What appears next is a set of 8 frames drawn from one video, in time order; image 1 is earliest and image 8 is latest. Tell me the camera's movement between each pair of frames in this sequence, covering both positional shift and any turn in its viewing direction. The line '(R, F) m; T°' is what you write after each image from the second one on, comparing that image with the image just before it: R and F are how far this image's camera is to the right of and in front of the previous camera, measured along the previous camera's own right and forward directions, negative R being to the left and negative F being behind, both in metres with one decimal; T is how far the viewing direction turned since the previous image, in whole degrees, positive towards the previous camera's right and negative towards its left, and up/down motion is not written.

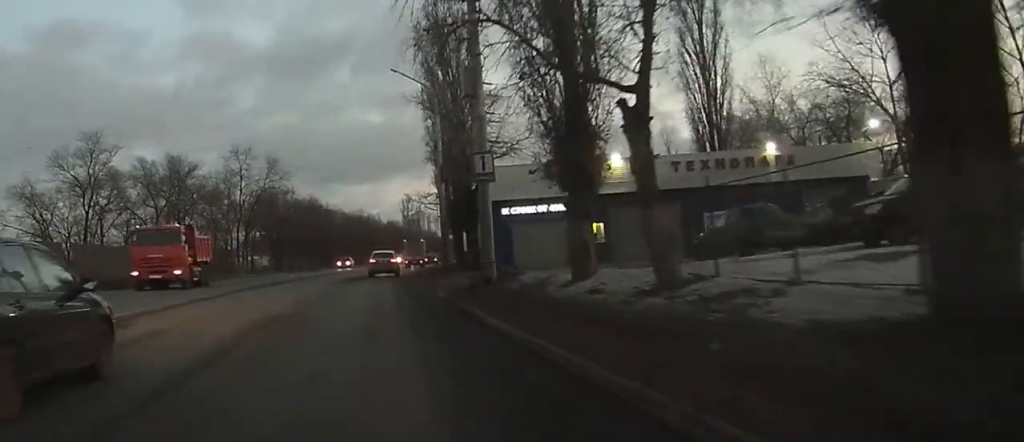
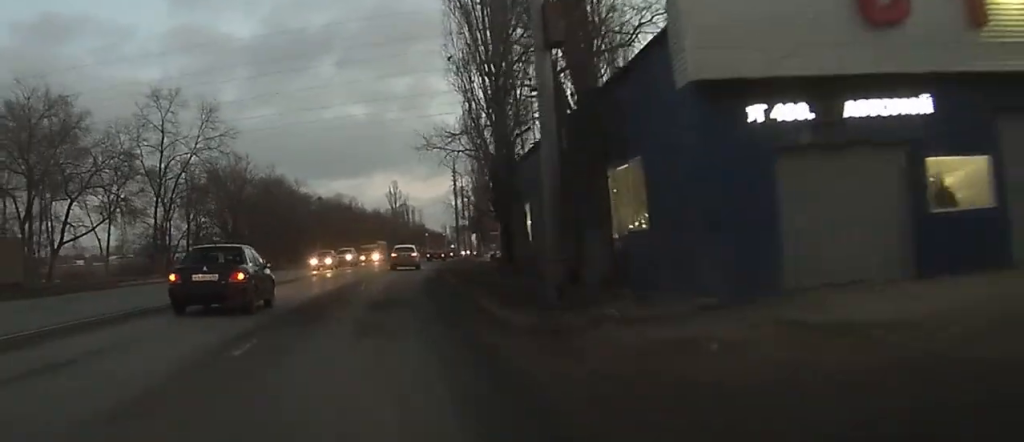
(+0.5, +27.4) m; +1°
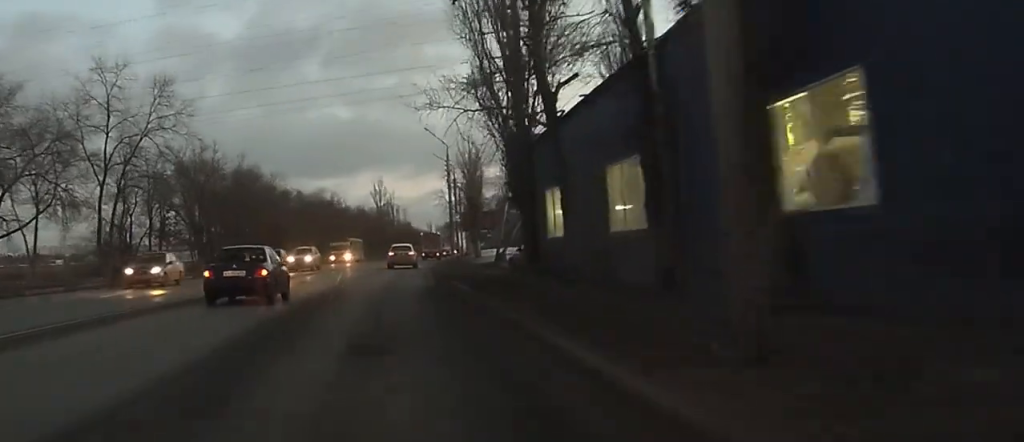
(-0.2, +9.6) m; 0°
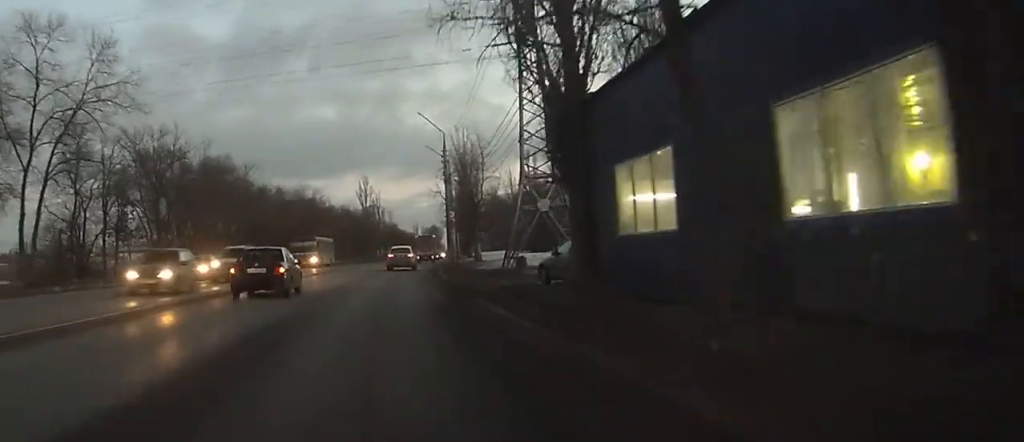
(0.0, +10.2) m; +1°
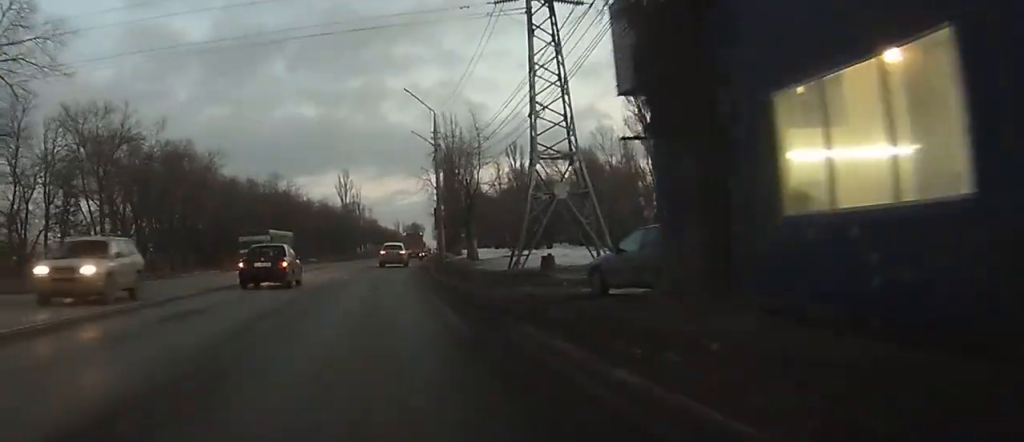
(+0.1, +9.2) m; +1°
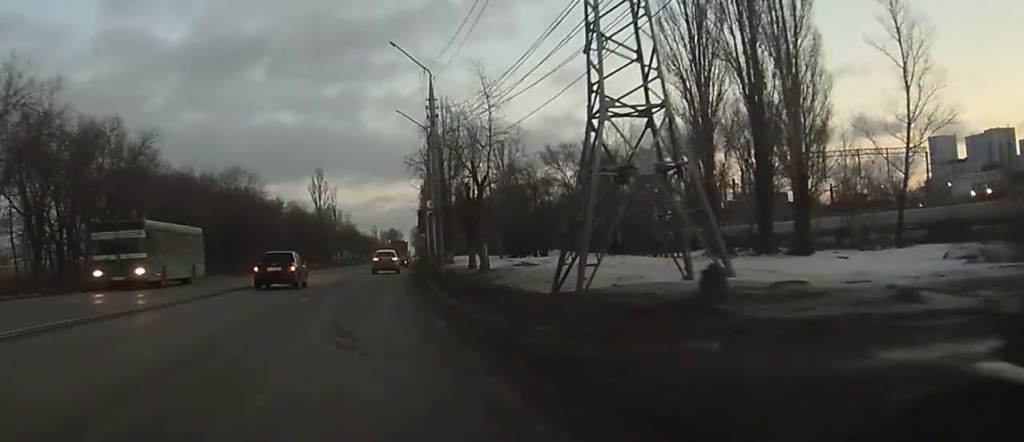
(+0.3, +15.1) m; +1°
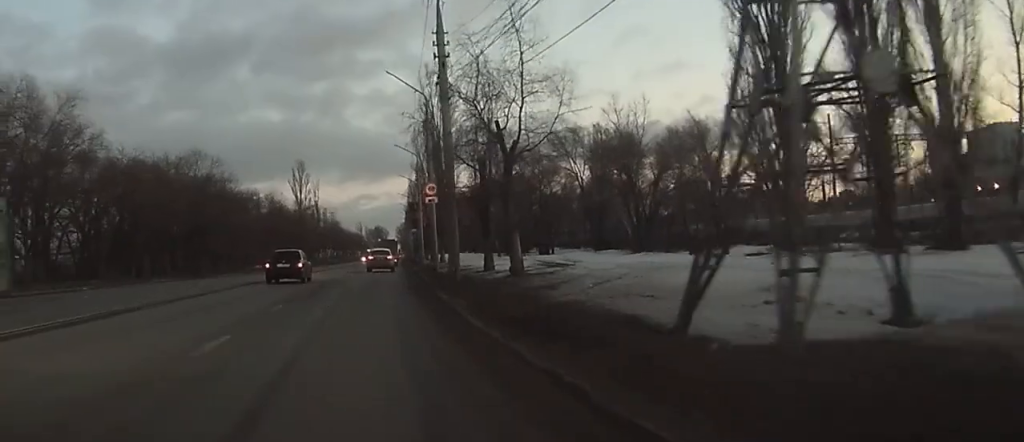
(0.0, +12.9) m; +1°
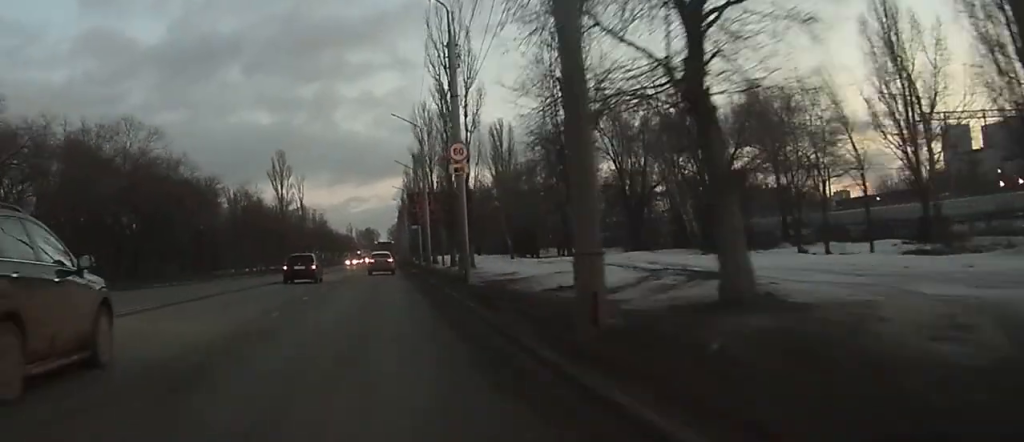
(+0.2, +18.9) m; 0°
